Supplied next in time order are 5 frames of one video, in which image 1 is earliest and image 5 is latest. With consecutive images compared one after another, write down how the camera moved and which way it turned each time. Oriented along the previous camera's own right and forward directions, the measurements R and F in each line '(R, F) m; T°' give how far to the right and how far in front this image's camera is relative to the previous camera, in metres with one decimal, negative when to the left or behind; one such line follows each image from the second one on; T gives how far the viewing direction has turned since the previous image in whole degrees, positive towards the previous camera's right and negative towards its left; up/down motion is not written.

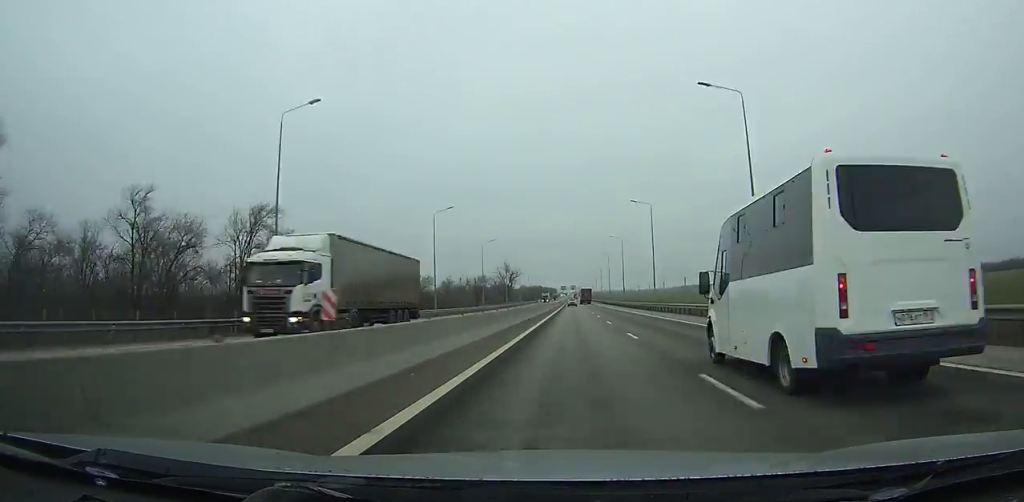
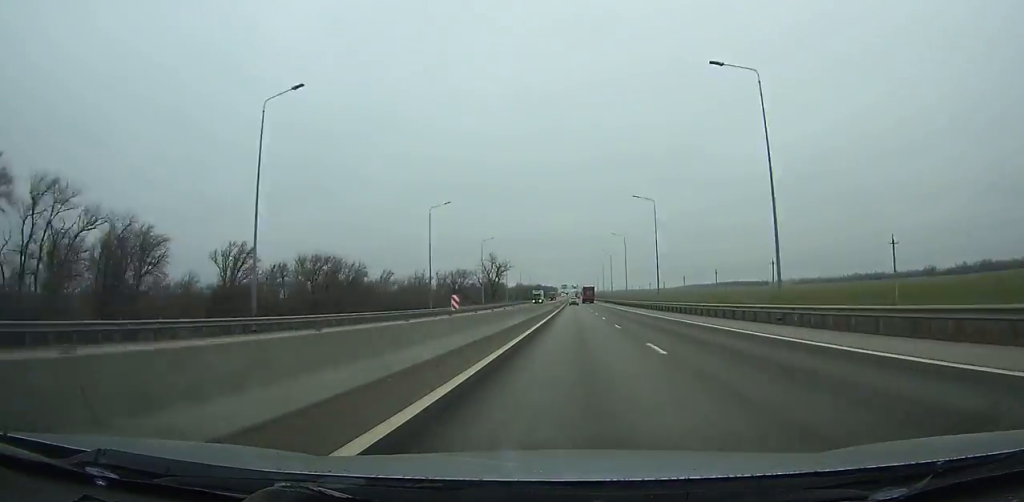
(0.0, +41.7) m; 0°
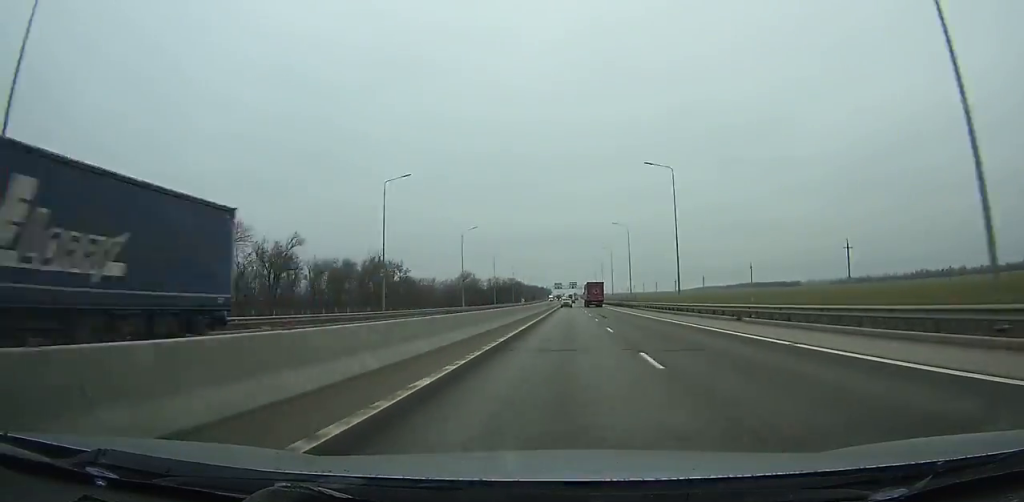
(-0.3, +172.0) m; 0°
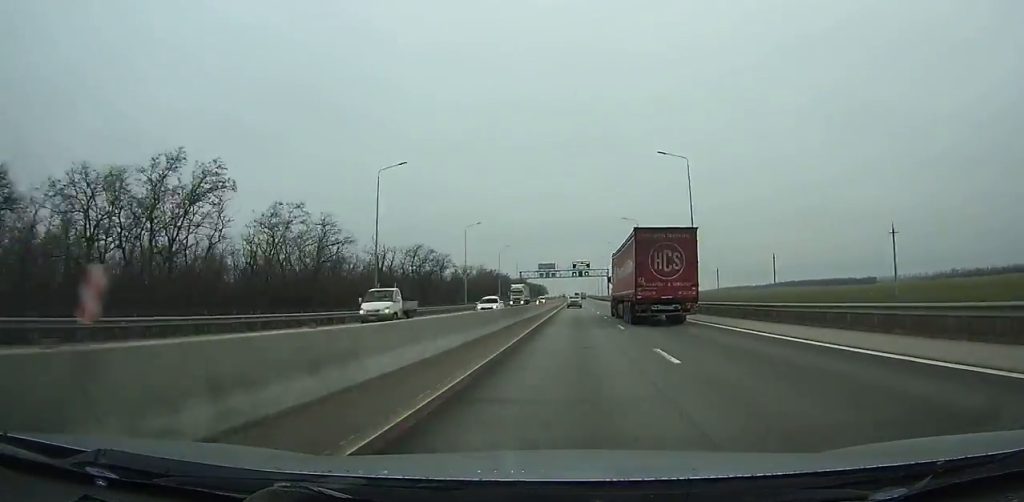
(-0.3, +239.5) m; 0°
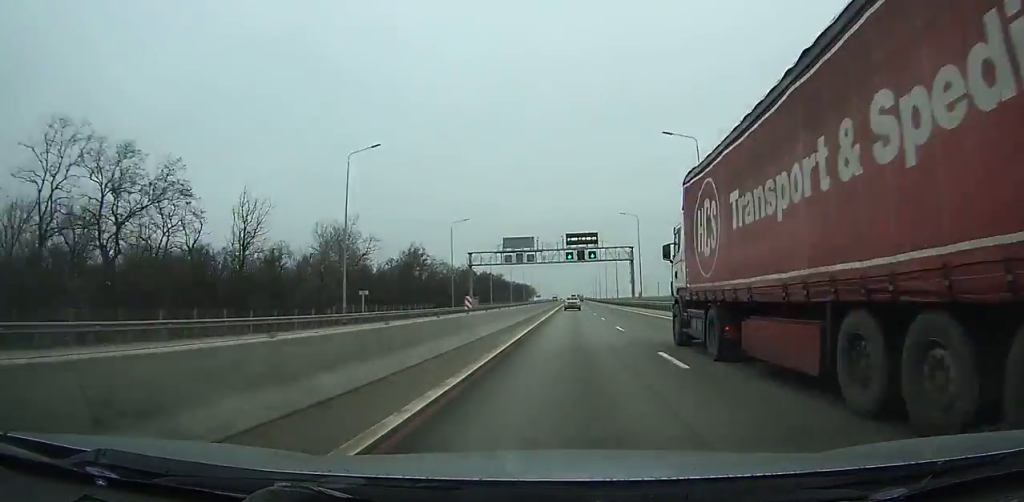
(+0.2, +83.7) m; 0°
